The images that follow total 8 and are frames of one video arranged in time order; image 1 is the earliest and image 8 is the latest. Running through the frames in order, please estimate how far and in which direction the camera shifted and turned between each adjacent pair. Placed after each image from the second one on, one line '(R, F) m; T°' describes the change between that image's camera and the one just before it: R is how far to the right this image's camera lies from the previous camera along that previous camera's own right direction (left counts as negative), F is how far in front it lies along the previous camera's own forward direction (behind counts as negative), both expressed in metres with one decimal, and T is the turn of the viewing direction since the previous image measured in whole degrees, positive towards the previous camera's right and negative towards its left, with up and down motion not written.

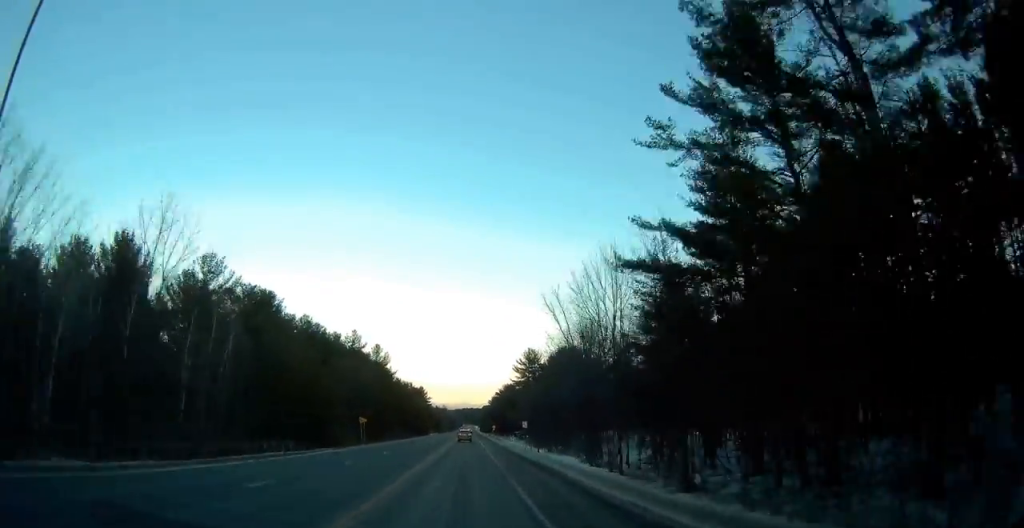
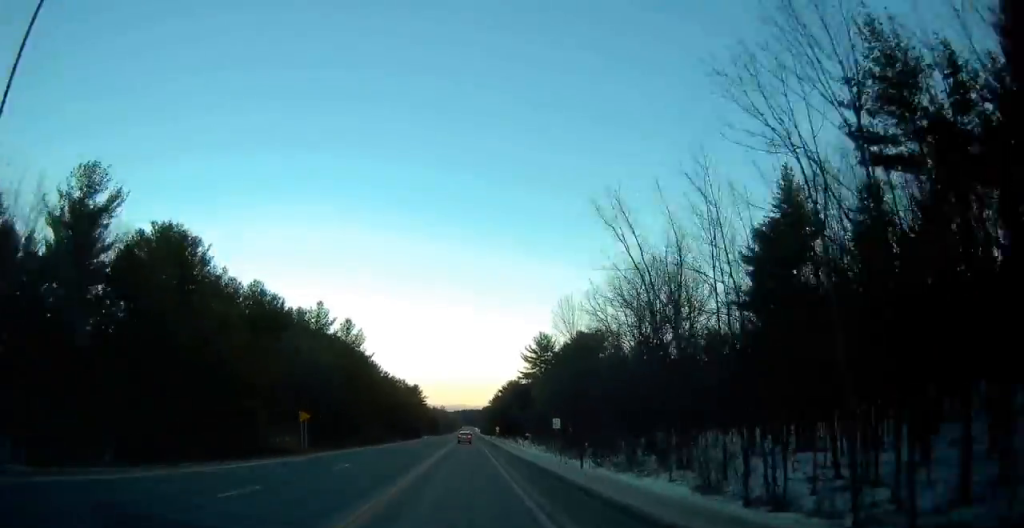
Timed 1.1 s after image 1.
(+0.2, +26.1) m; 0°
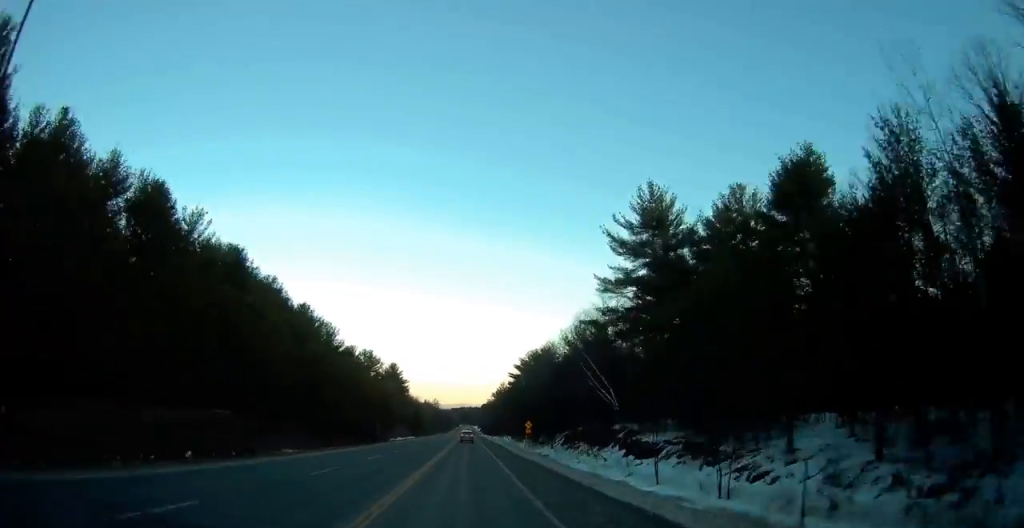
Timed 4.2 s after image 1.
(-0.7, +76.2) m; 0°
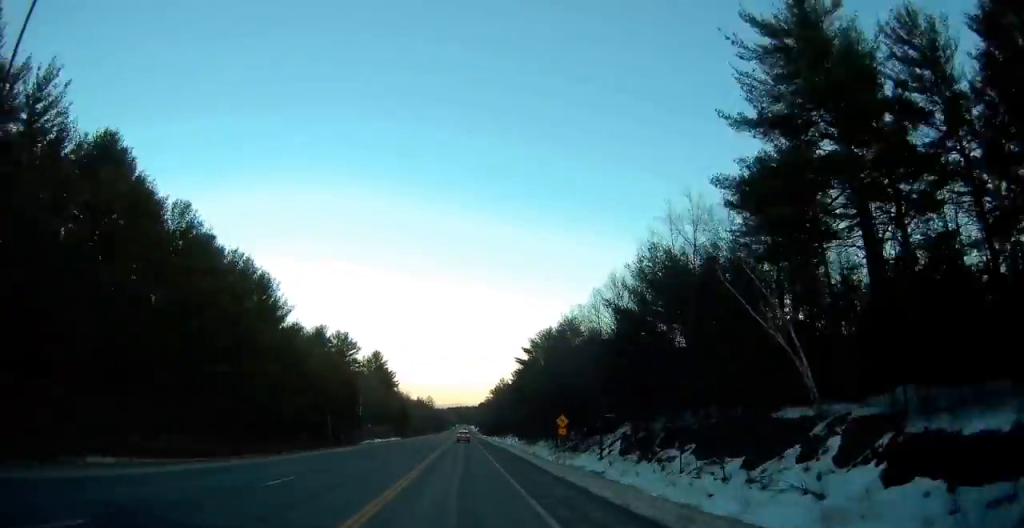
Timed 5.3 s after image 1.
(-0.1, +27.6) m; 0°
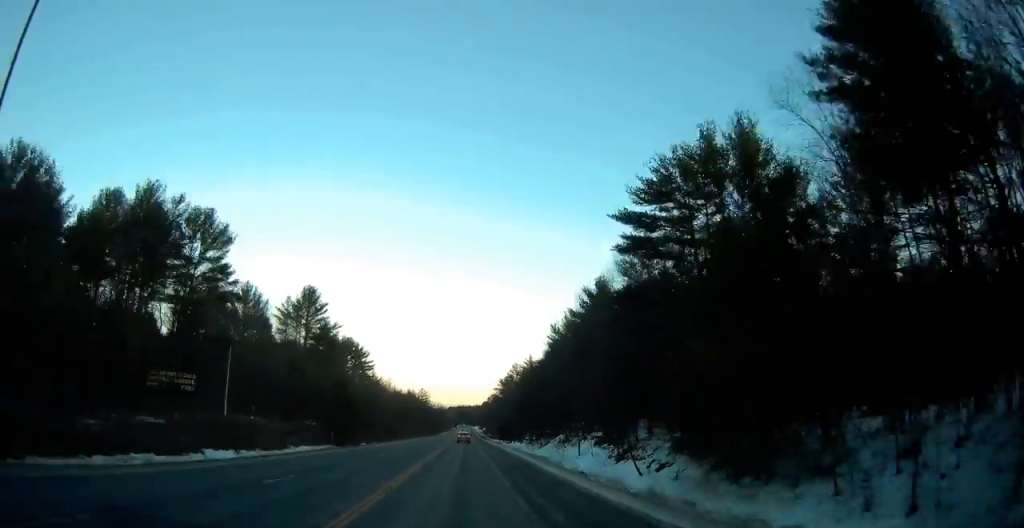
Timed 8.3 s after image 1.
(+0.8, +71.3) m; 0°
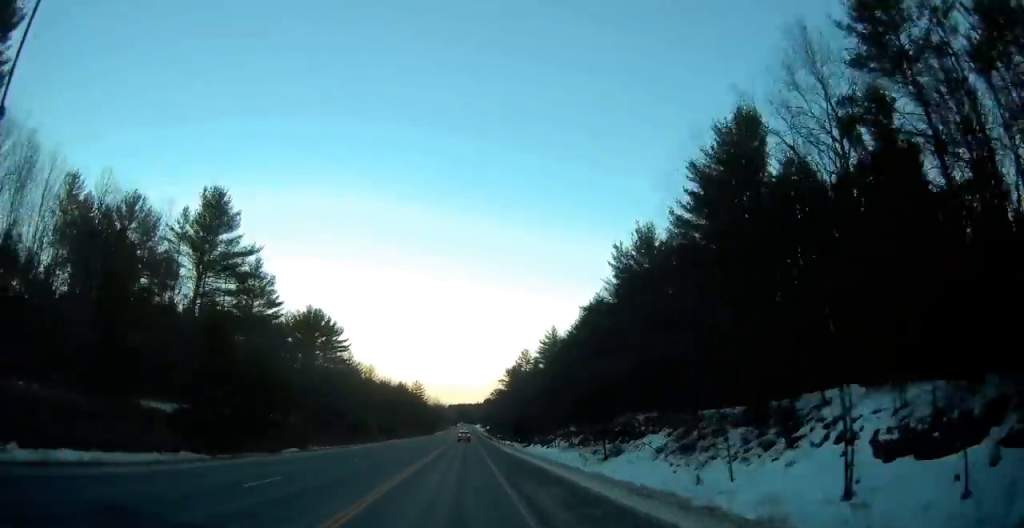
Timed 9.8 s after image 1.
(-0.2, +37.2) m; 0°
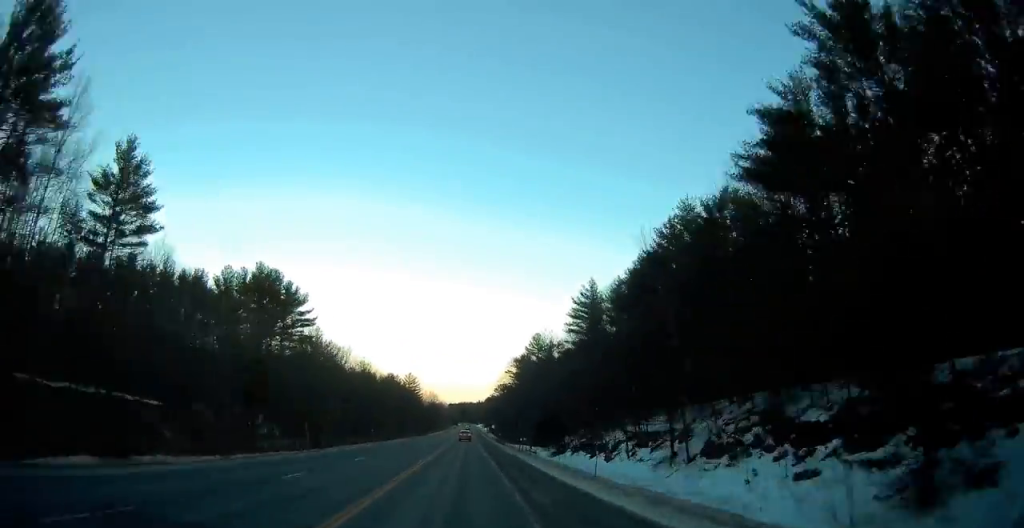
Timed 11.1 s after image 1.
(-0.3, +32.4) m; 0°
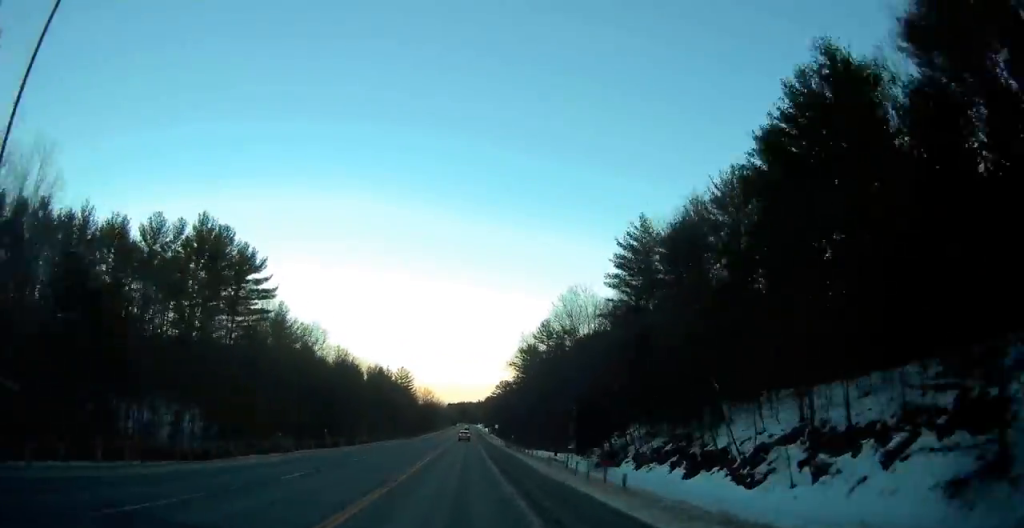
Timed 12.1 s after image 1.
(+0.2, +22.7) m; 0°
